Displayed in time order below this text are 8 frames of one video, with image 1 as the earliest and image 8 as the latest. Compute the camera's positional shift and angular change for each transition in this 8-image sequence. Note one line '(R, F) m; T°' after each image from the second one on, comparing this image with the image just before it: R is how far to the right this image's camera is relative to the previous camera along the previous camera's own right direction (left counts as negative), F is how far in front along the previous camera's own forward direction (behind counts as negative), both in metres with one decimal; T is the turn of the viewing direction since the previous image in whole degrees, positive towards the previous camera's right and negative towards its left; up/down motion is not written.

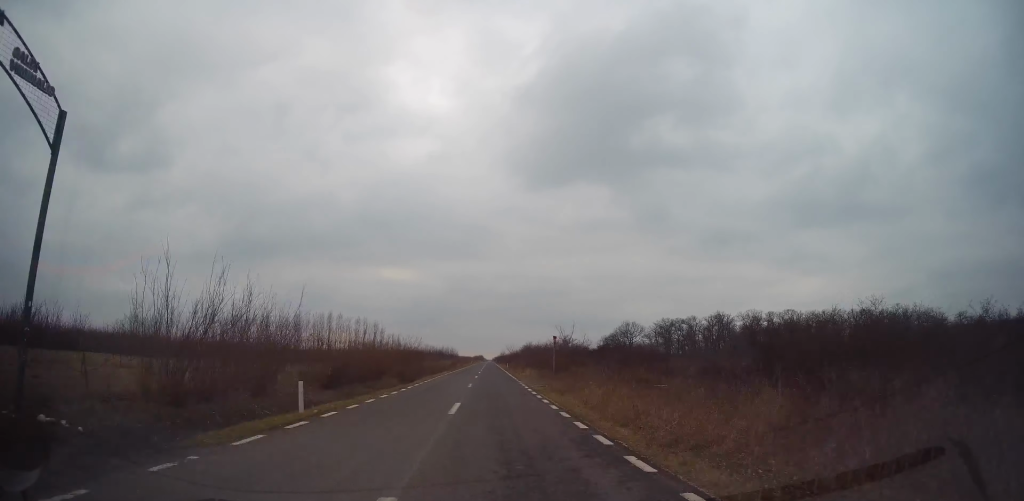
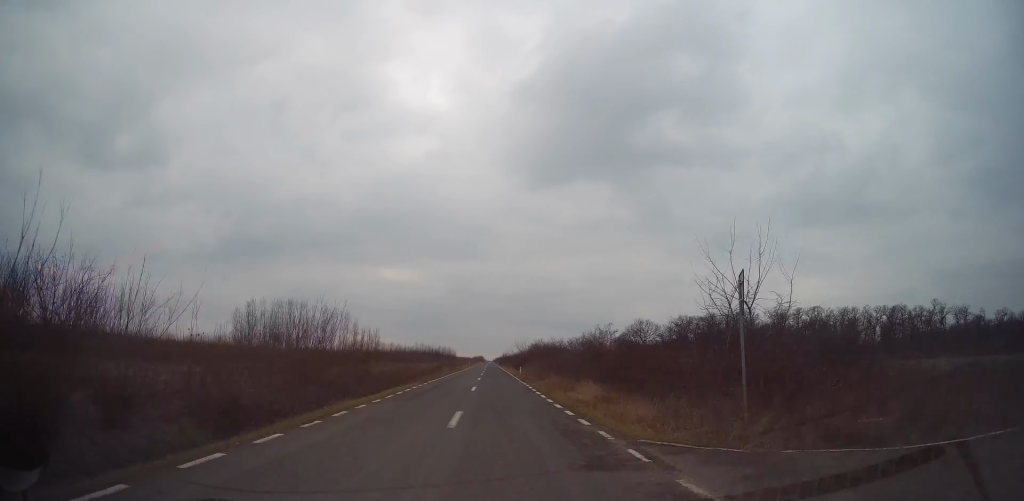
(-0.2, +25.7) m; -1°
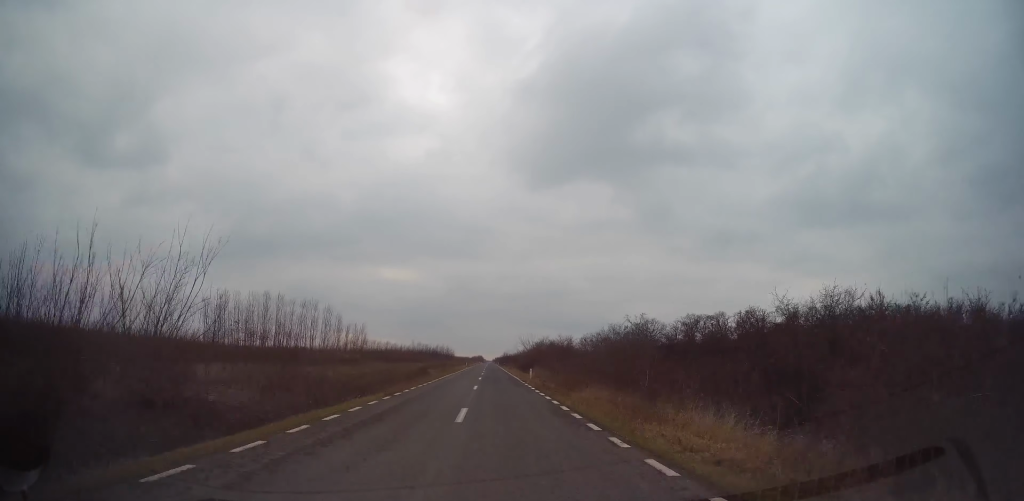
(-0.4, +10.6) m; 0°
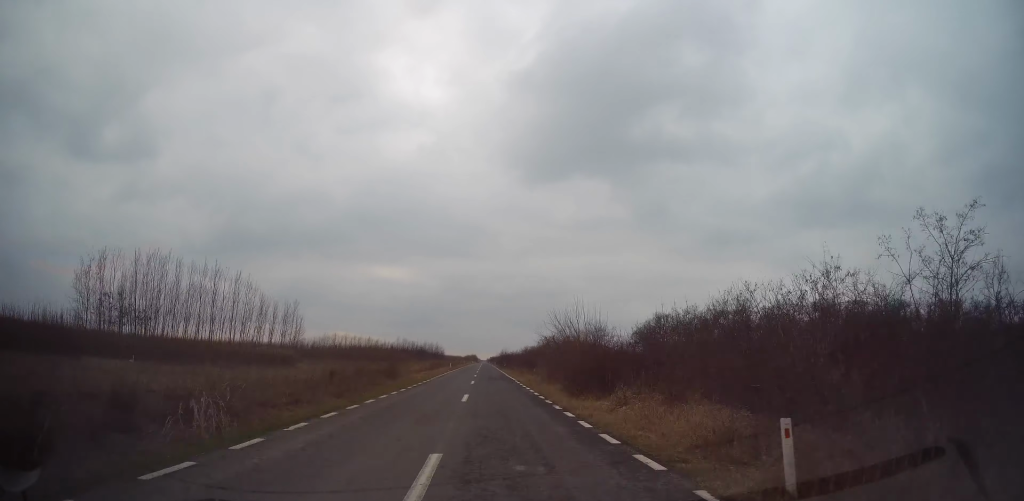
(+0.8, +29.8) m; +1°
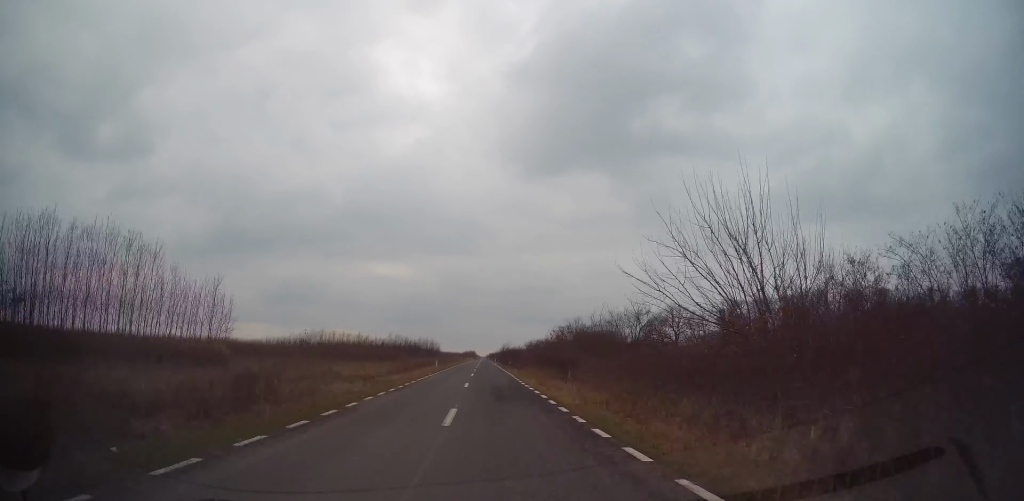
(-0.3, +17.6) m; 0°
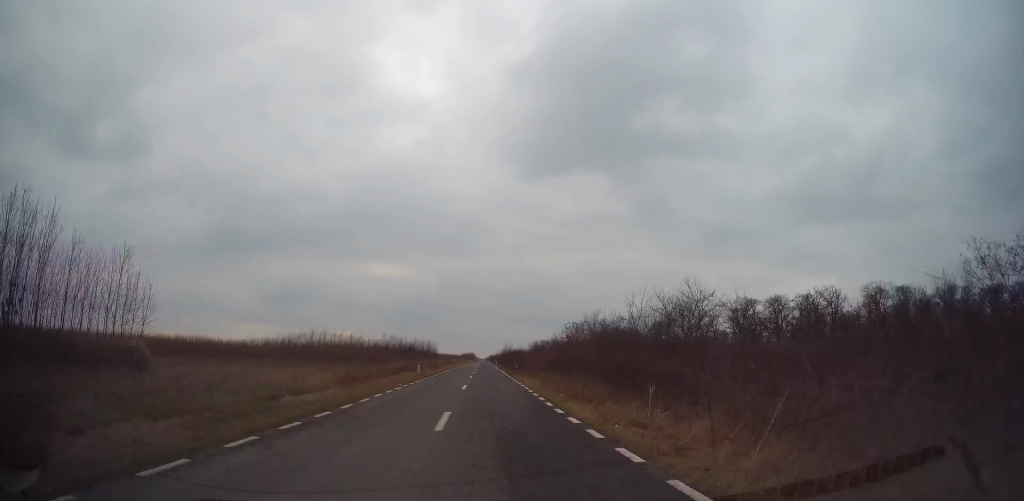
(+0.1, +12.2) m; 0°
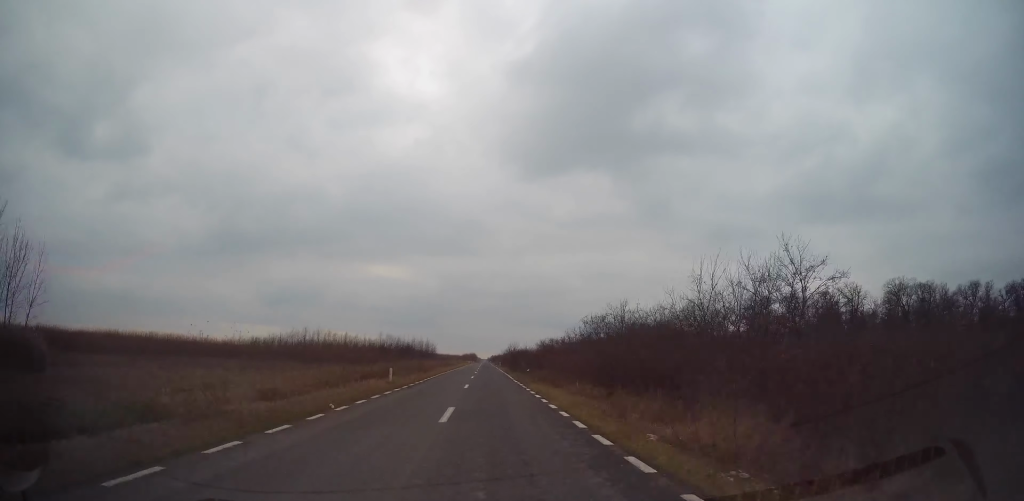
(+0.1, +10.6) m; 0°
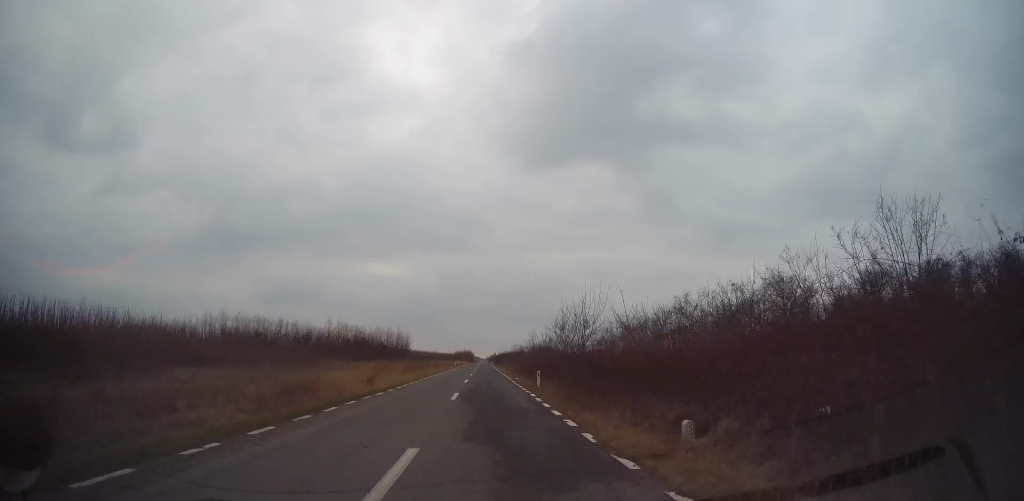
(+1.1, +65.3) m; 0°
